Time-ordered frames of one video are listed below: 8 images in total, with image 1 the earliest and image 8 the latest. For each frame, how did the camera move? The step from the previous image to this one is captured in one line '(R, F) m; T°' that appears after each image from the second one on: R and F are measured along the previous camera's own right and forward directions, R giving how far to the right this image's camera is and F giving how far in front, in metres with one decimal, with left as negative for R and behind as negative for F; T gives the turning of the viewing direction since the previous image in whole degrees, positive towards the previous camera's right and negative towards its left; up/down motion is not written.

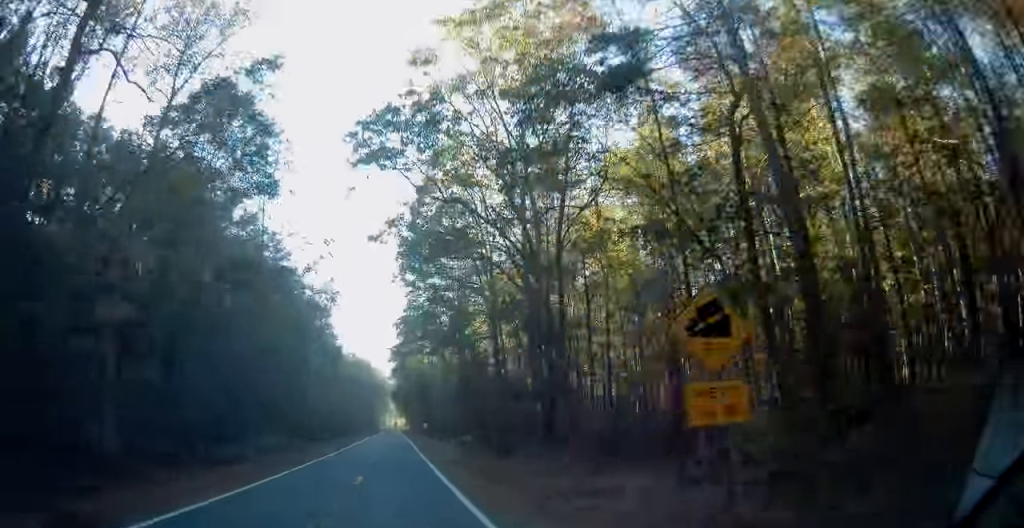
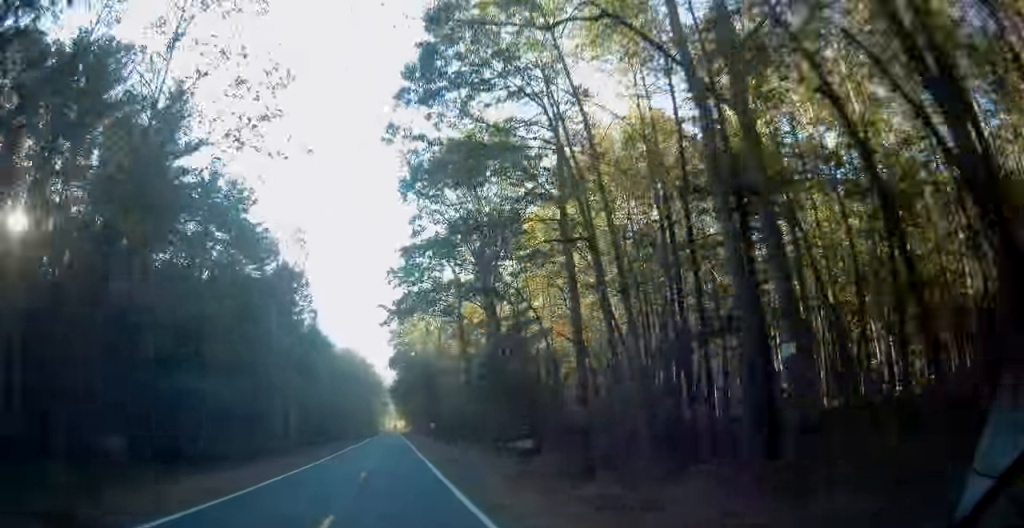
(-0.1, +21.2) m; 0°
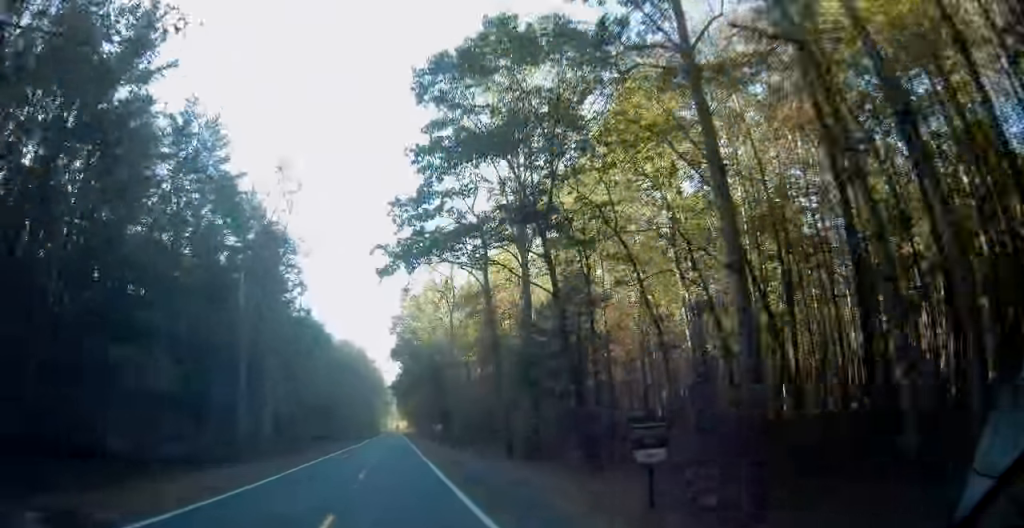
(+0.1, +12.4) m; +1°
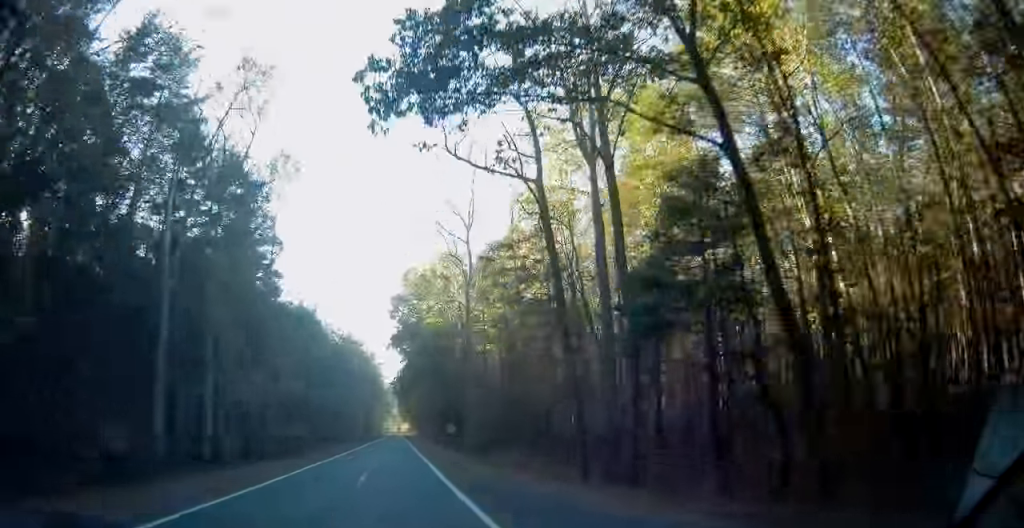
(0.0, +14.1) m; +1°
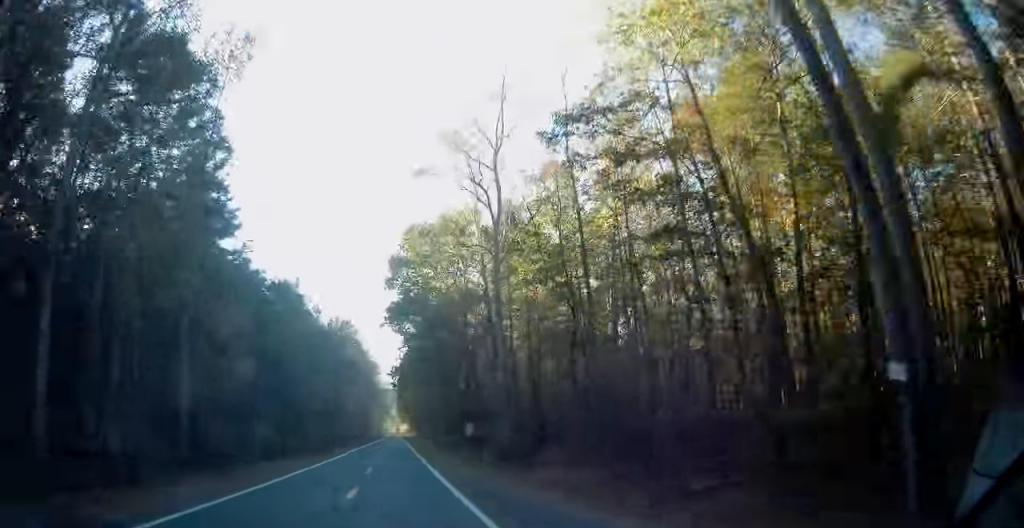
(+0.2, +15.9) m; 0°
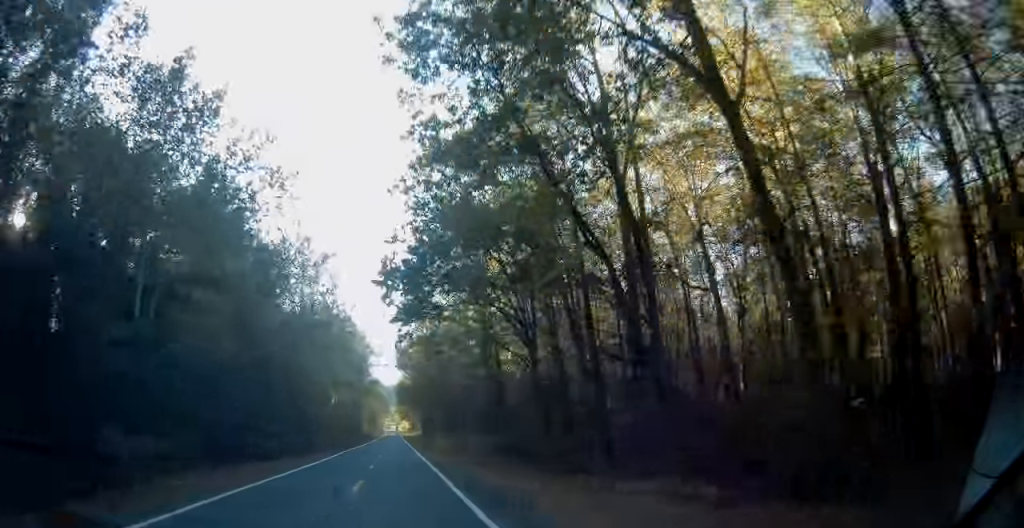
(-0.1, +46.0) m; -1°
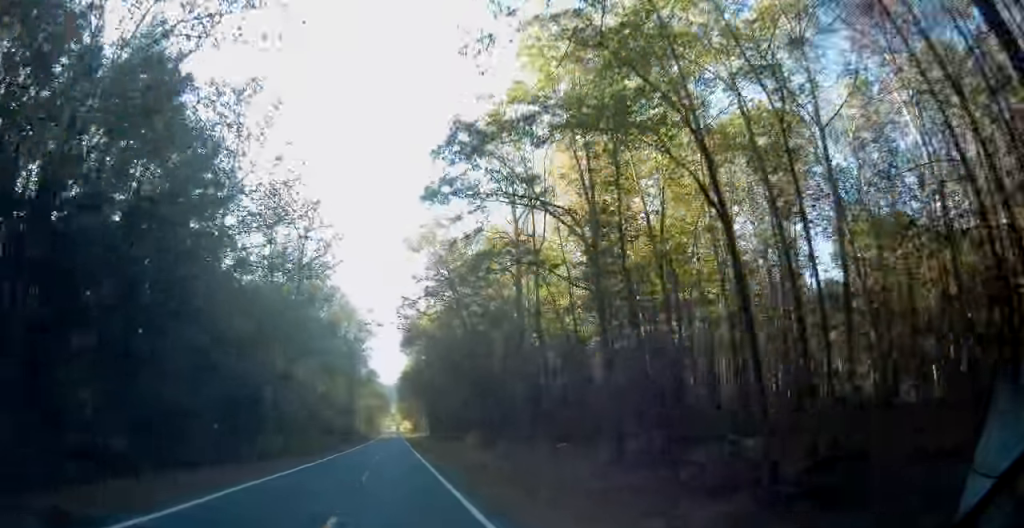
(0.0, +32.0) m; 0°
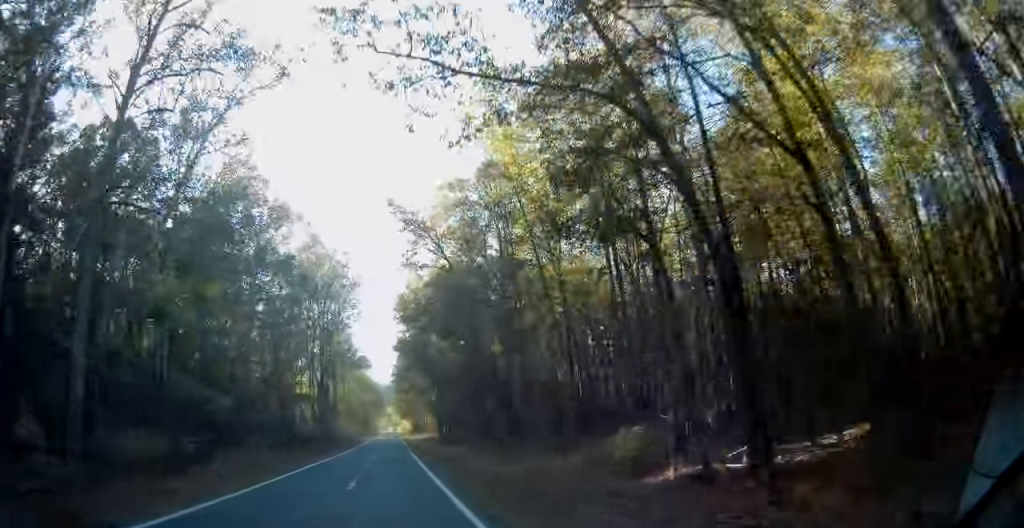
(-0.2, +39.8) m; -1°
